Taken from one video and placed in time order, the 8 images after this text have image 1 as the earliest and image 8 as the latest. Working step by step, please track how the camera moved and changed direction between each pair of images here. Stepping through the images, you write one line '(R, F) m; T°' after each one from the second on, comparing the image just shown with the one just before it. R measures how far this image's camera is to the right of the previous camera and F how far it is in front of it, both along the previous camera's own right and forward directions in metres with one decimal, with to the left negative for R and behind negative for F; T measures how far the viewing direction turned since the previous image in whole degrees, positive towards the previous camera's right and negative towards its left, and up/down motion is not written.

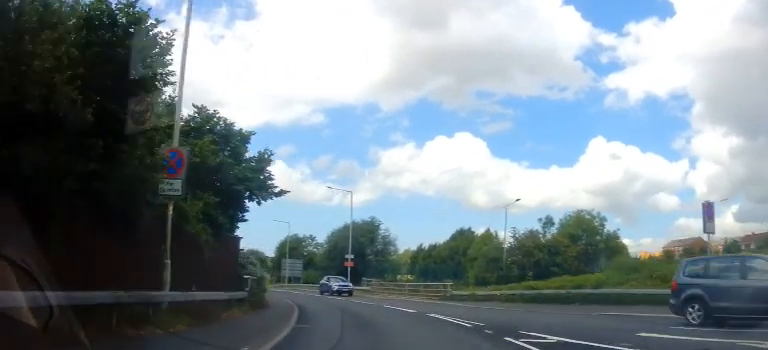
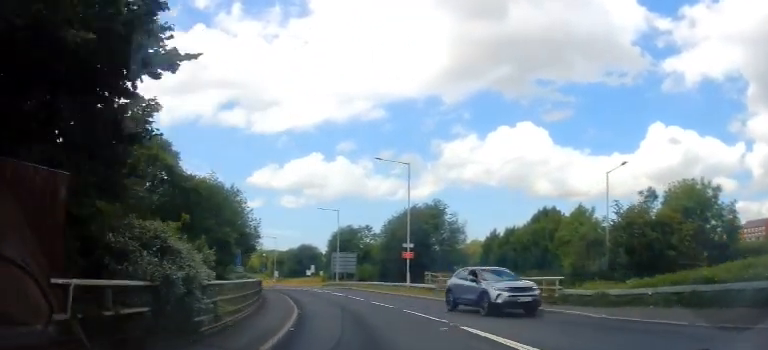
(-0.7, +10.0) m; -7°
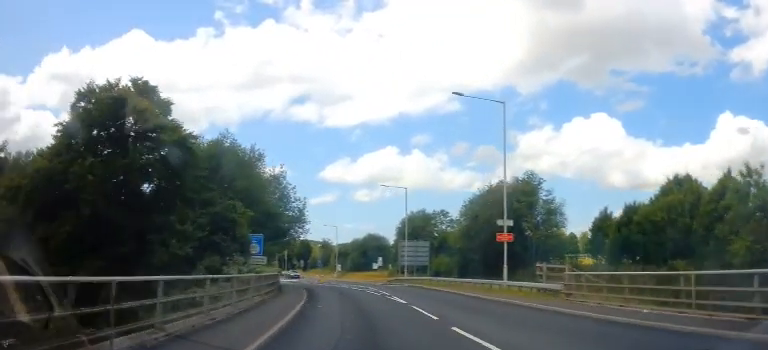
(-0.6, +12.4) m; -8°
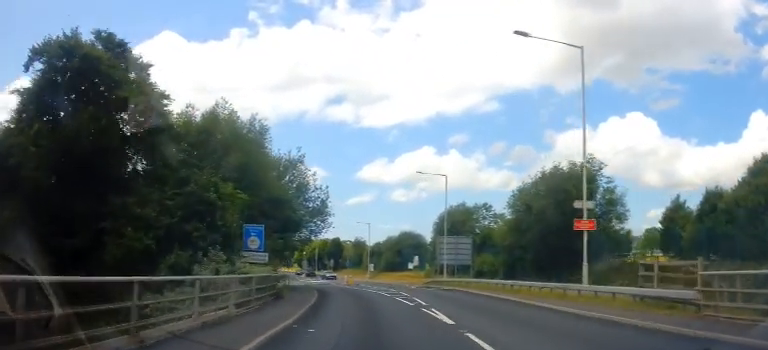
(-0.4, +6.8) m; -5°
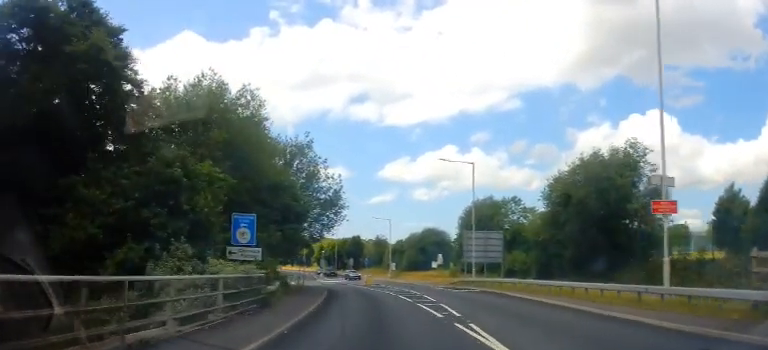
(-0.2, +4.3) m; -3°
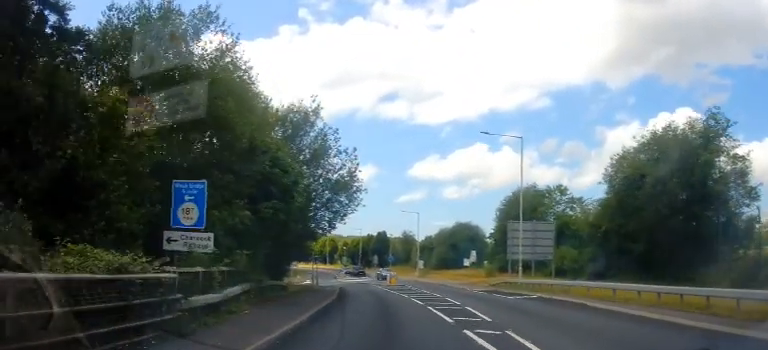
(-0.2, +7.6) m; -2°
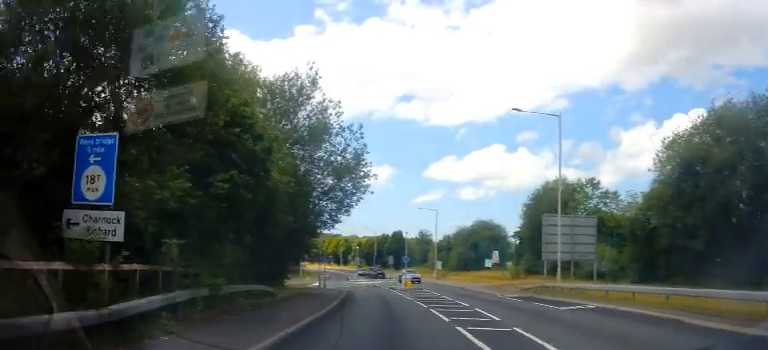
(+0.1, +5.0) m; -1°
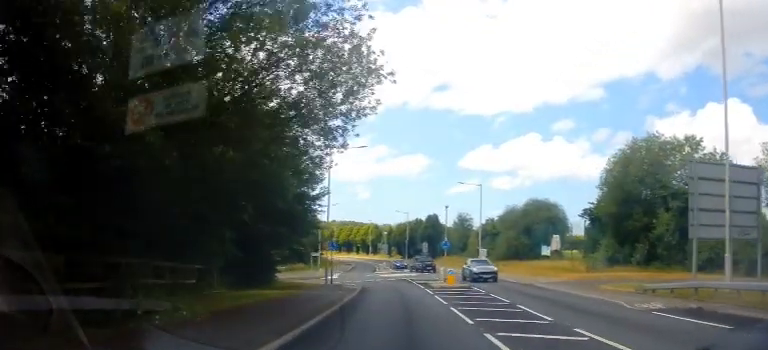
(-0.8, +13.2) m; -8°
